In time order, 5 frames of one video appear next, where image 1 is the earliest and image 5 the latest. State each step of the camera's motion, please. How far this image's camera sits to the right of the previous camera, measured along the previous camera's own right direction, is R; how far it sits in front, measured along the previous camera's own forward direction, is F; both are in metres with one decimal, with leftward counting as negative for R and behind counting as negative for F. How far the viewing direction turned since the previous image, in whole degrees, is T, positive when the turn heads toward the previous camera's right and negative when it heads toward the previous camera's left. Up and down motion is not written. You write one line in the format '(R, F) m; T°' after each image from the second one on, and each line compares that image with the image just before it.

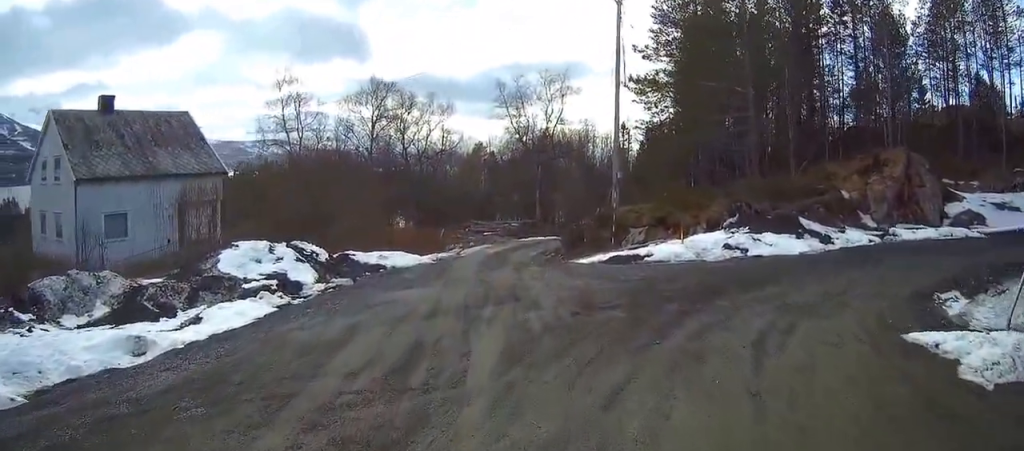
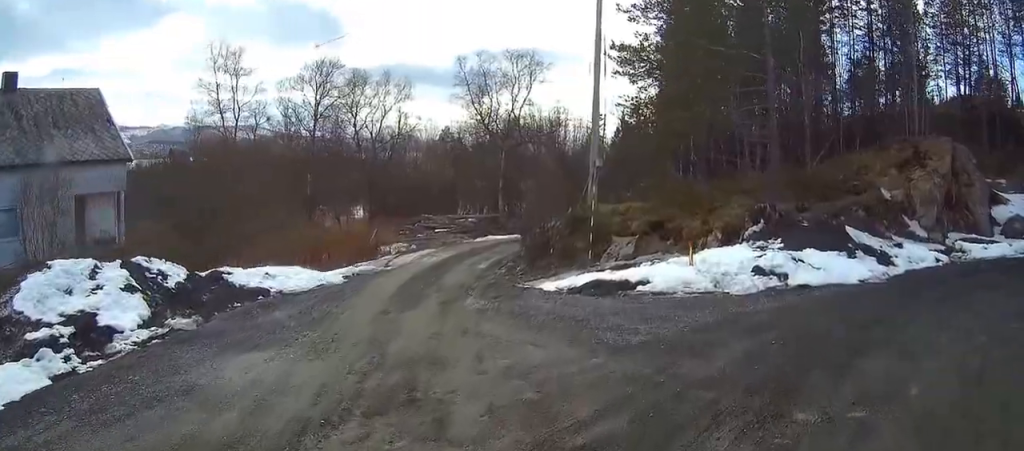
(+0.1, +5.7) m; +2°
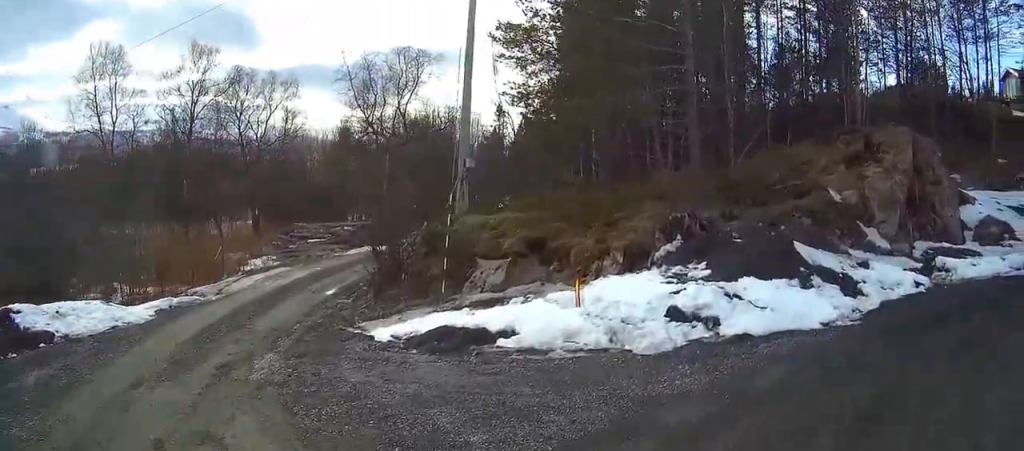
(+0.1, +4.1) m; +6°
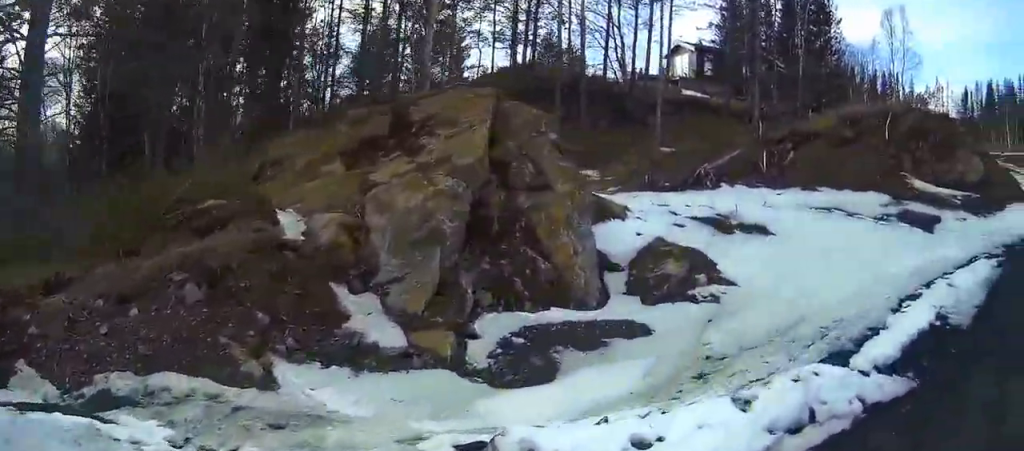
(+3.7, +8.5) m; +47°
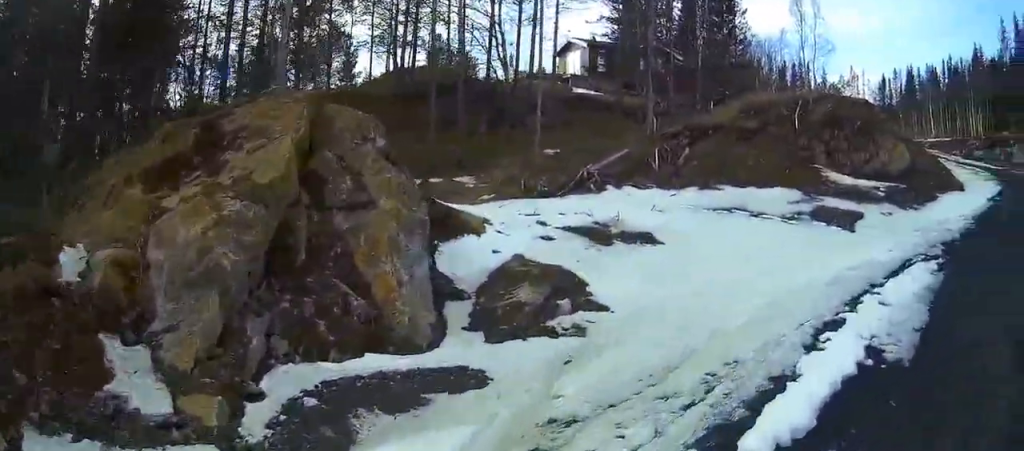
(0.0, +1.8) m; 0°
